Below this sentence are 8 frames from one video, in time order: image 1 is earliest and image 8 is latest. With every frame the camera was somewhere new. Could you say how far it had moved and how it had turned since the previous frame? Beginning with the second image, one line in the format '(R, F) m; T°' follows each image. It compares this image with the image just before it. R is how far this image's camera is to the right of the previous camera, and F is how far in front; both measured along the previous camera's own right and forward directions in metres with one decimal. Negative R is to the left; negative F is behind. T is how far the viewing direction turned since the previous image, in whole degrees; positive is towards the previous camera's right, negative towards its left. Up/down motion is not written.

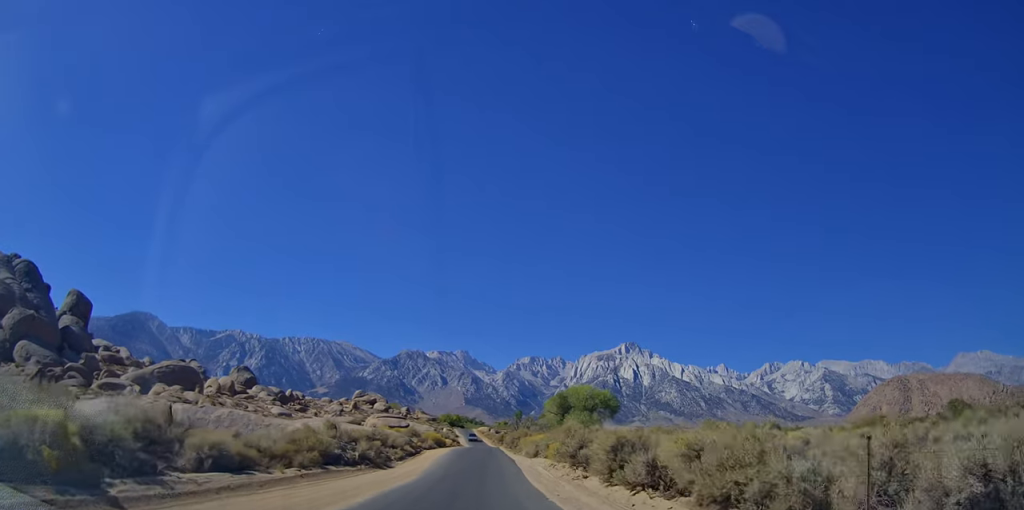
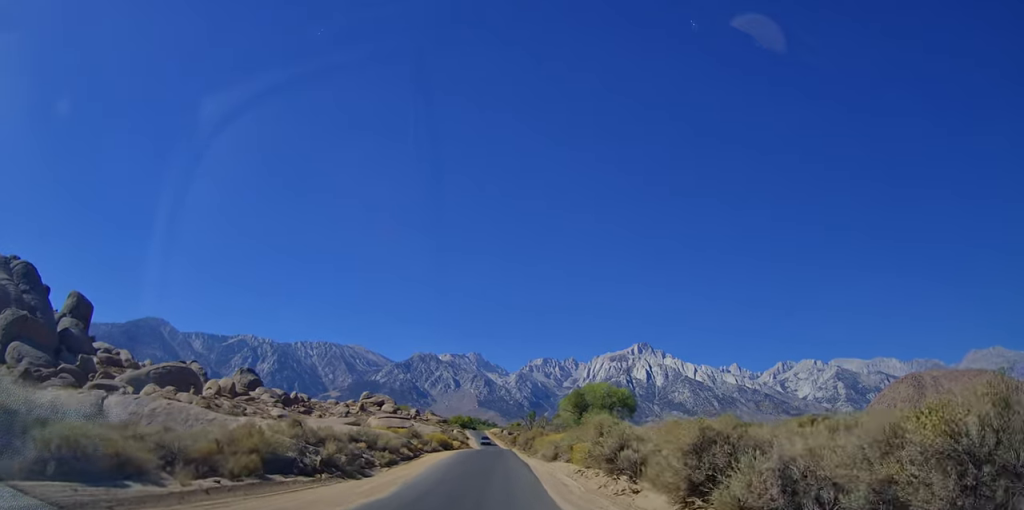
(-0.2, +7.0) m; +1°
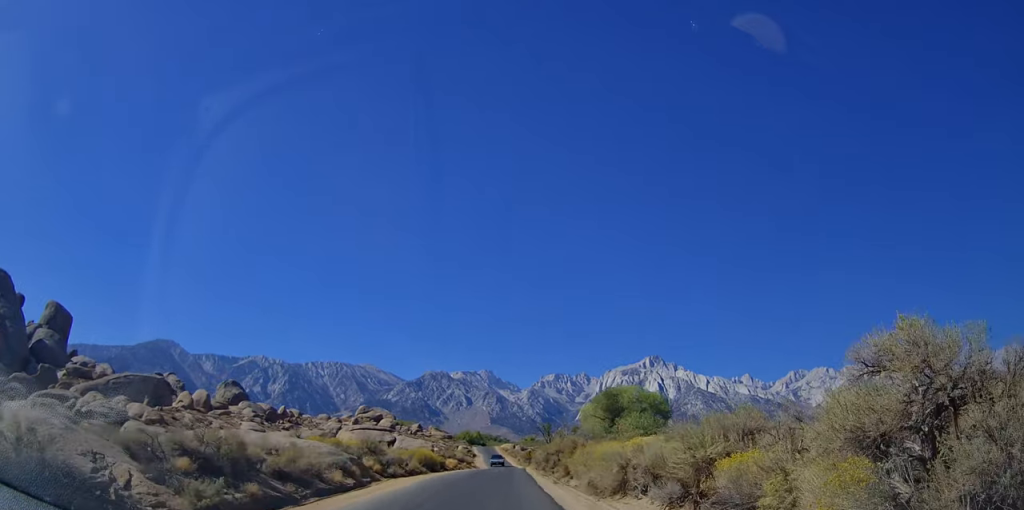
(0.0, +18.3) m; -2°
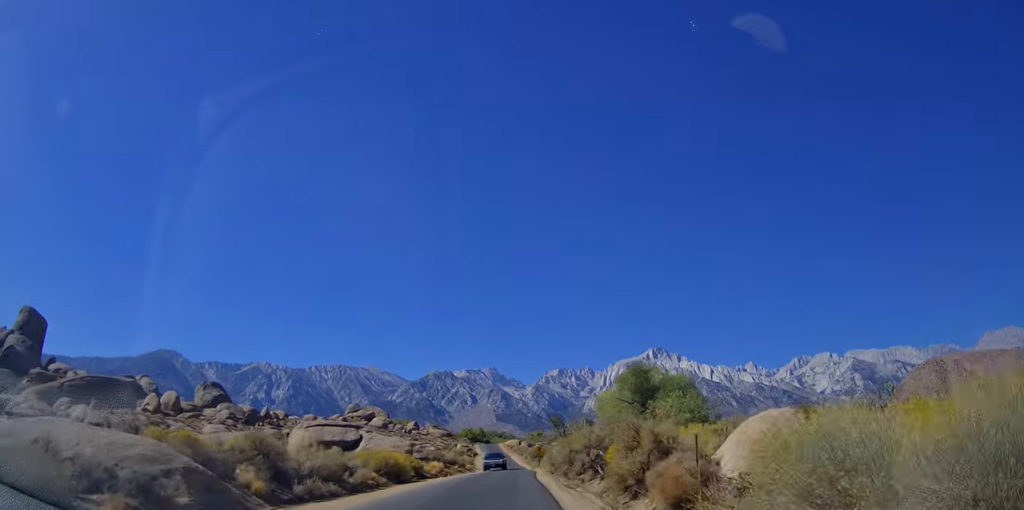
(-0.3, +14.7) m; -2°
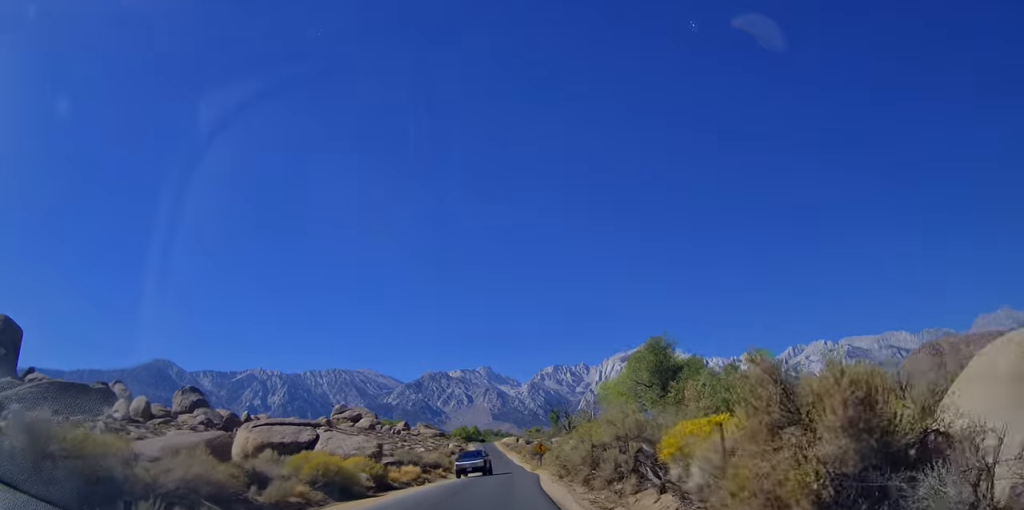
(-0.3, +9.3) m; -2°
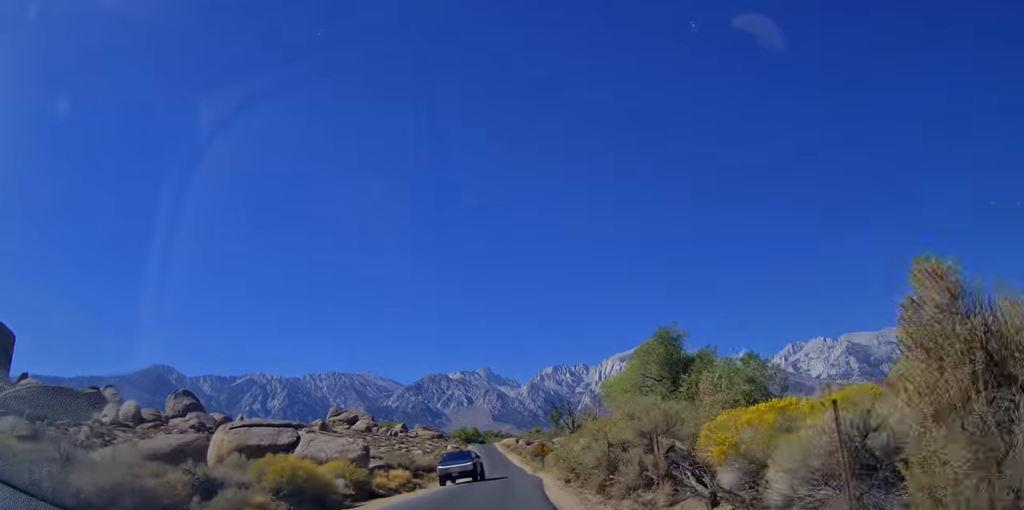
(0.0, +3.2) m; 0°
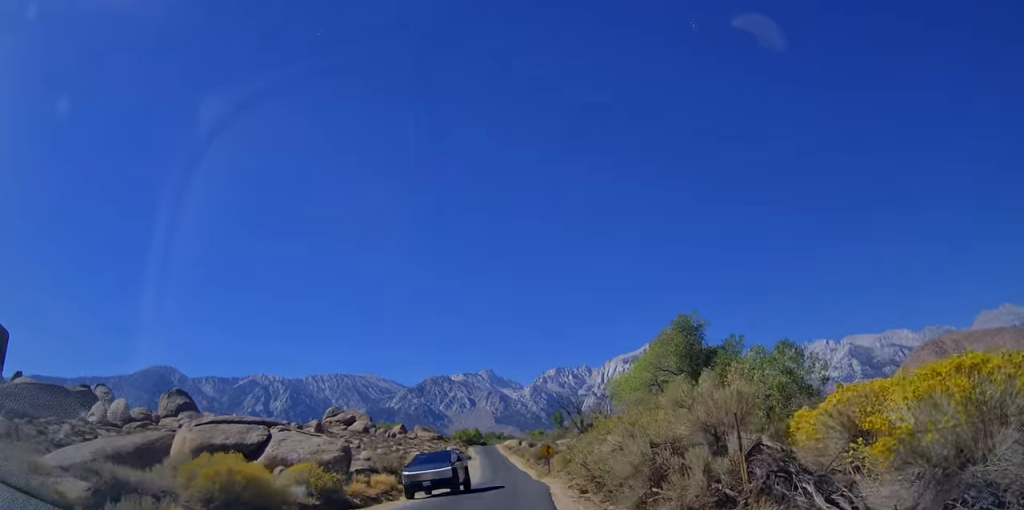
(0.0, +4.3) m; 0°
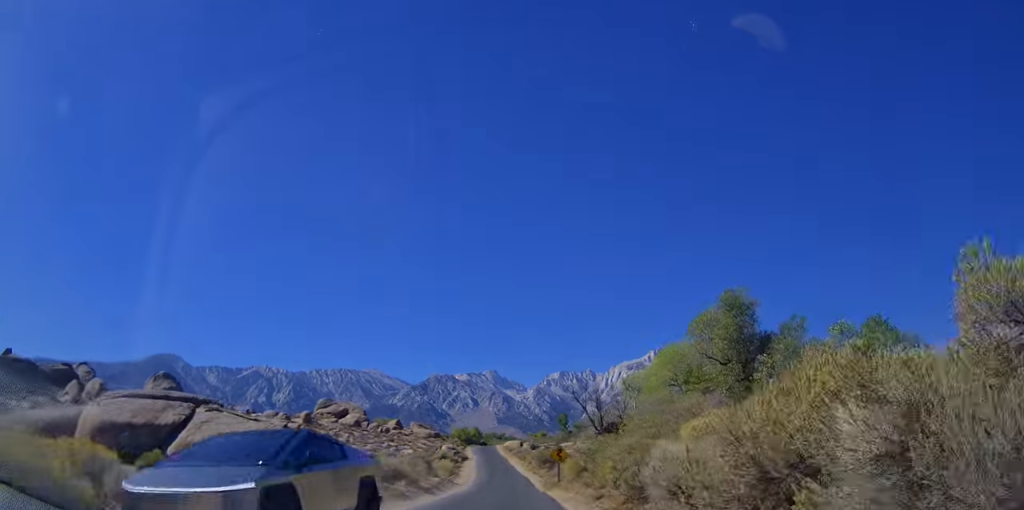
(0.0, +7.5) m; +2°
